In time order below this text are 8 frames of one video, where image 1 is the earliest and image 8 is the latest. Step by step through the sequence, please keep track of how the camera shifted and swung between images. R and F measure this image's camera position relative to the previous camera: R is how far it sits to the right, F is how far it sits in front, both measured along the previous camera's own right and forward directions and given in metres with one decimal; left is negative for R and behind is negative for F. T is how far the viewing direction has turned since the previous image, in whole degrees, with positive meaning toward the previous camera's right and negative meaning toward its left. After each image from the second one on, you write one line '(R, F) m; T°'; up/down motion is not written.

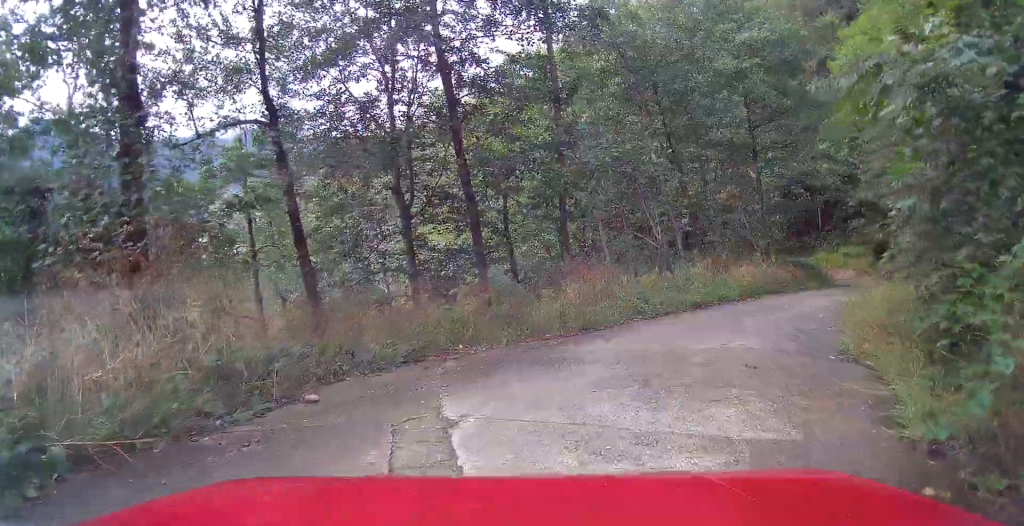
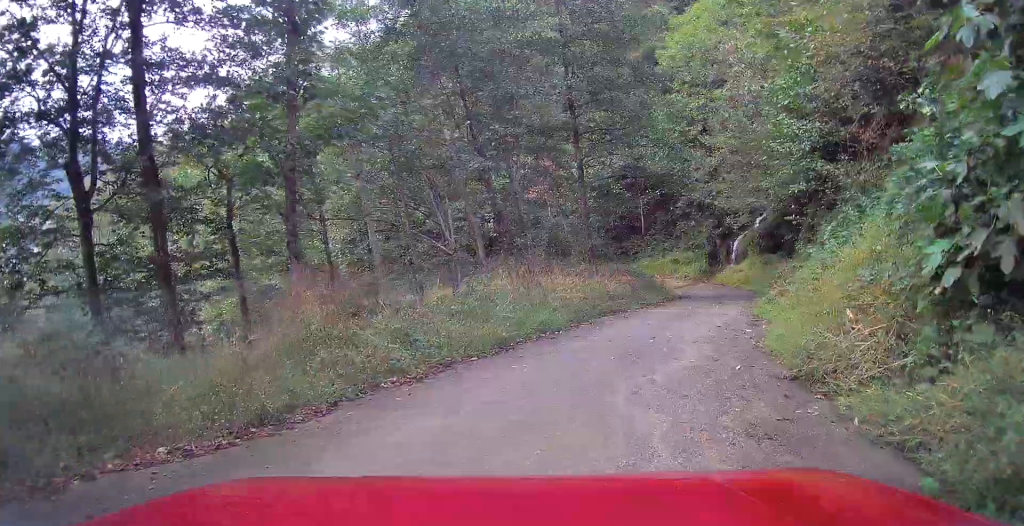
(+1.1, +5.9) m; +17°
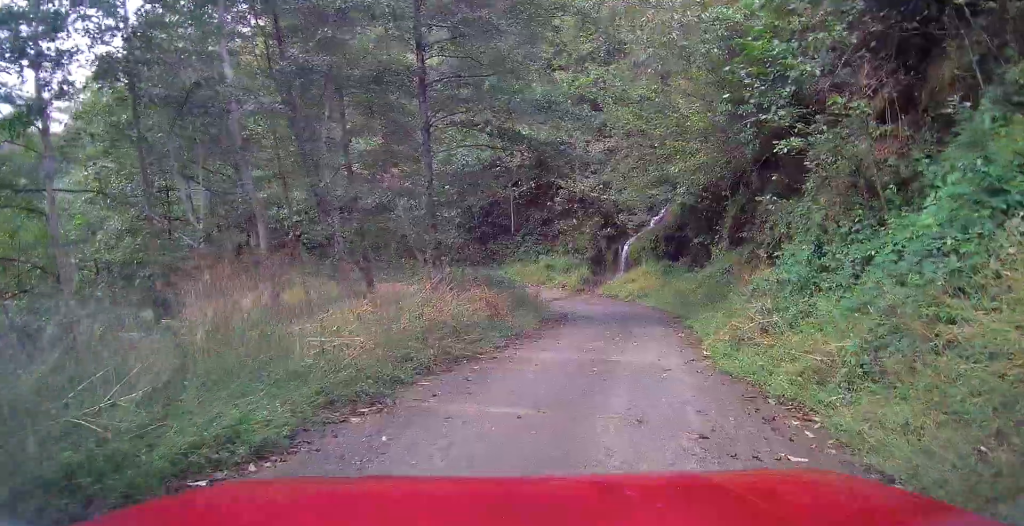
(+0.9, +6.8) m; +11°
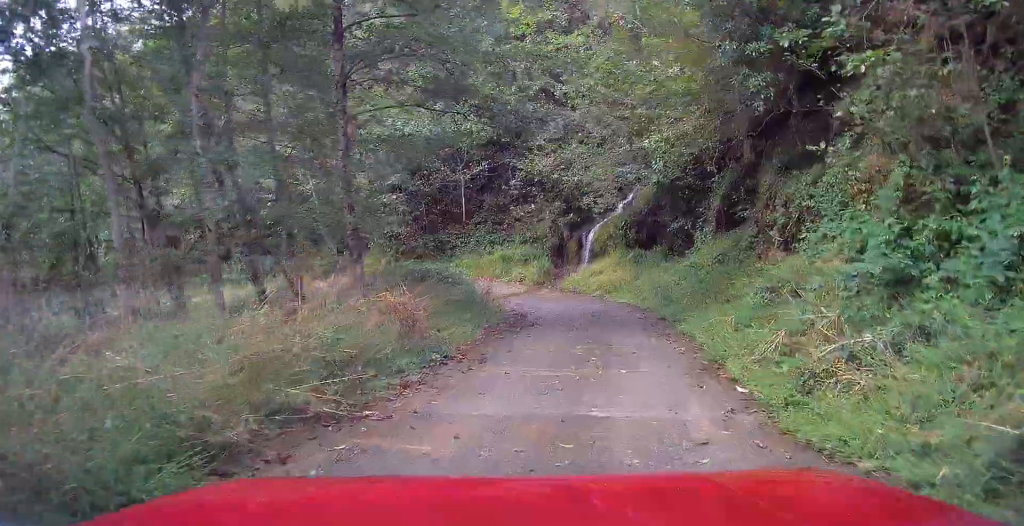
(+0.1, +3.4) m; +3°
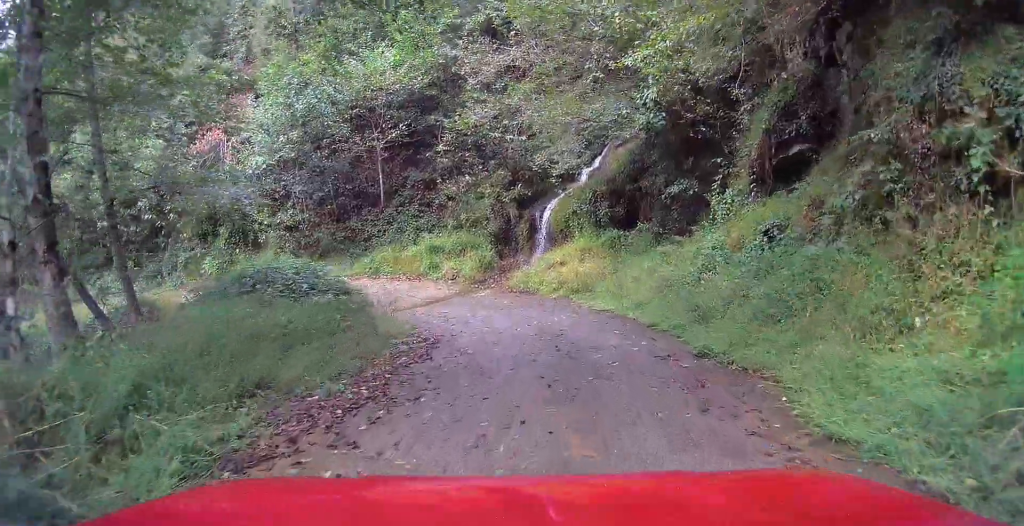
(+0.1, +6.6) m; +3°
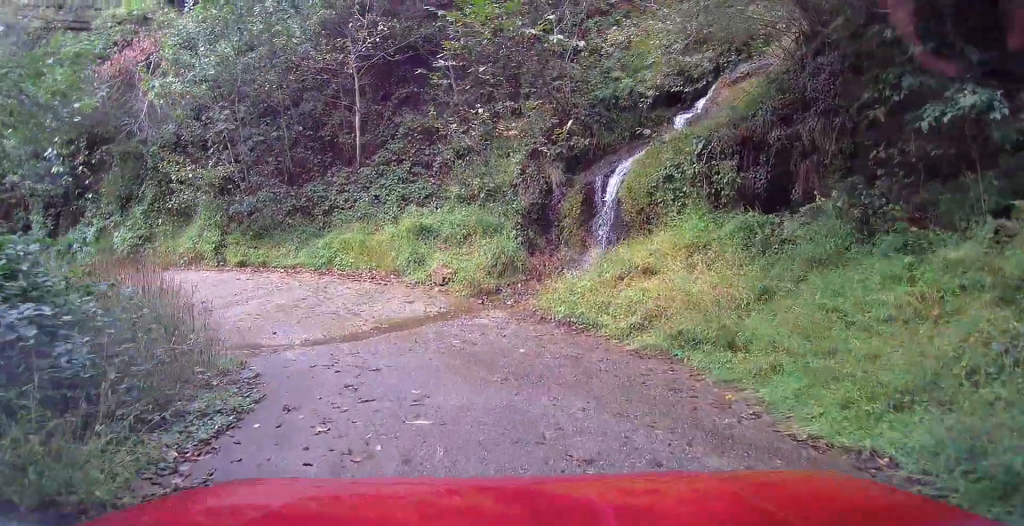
(+0.1, +8.2) m; 0°
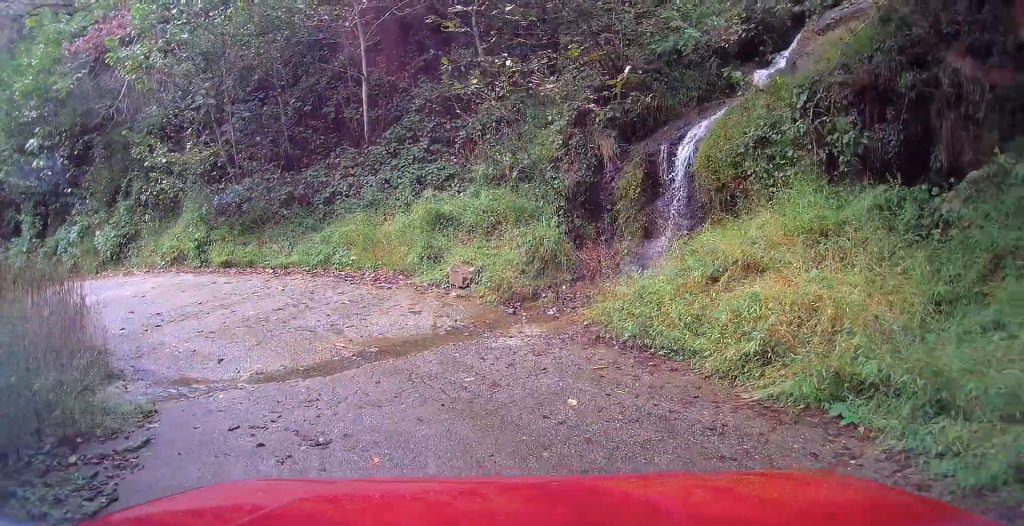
(+0.1, +2.4) m; -4°
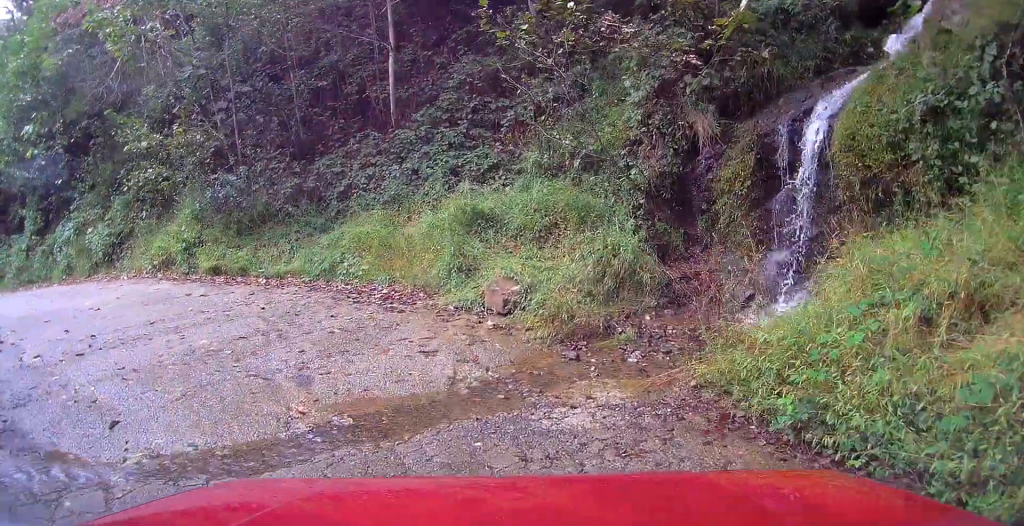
(-0.1, +2.5) m; -12°
